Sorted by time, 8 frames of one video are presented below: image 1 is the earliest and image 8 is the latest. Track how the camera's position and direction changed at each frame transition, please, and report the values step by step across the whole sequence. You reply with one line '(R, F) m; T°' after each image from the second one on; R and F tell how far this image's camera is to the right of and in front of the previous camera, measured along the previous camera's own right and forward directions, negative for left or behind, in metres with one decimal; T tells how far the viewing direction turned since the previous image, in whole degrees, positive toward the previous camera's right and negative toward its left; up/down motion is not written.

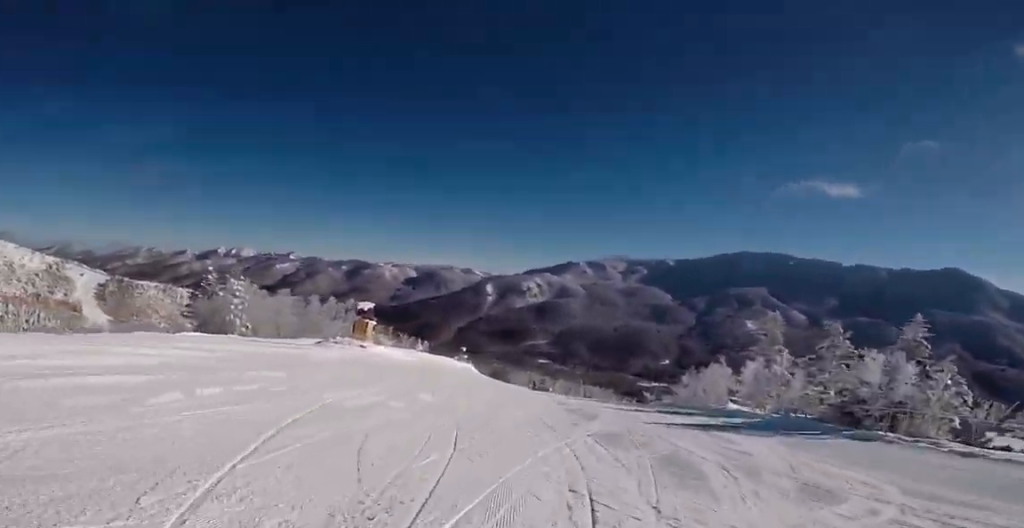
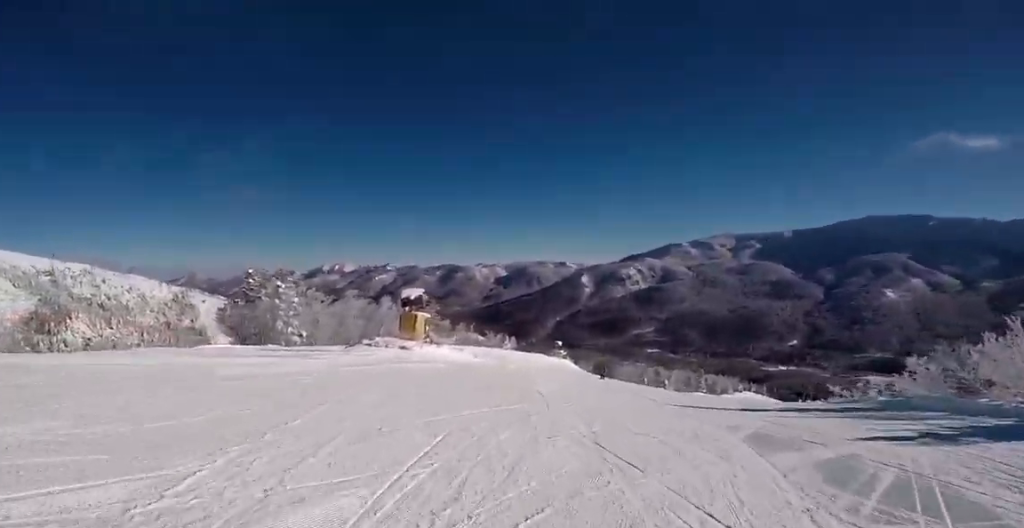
(-1.0, +8.8) m; -8°
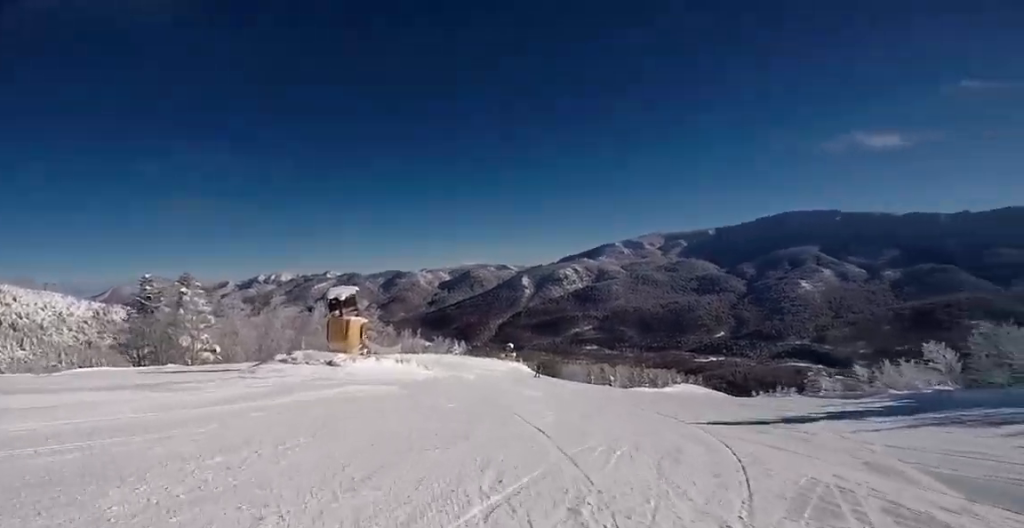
(-0.3, +4.7) m; +3°
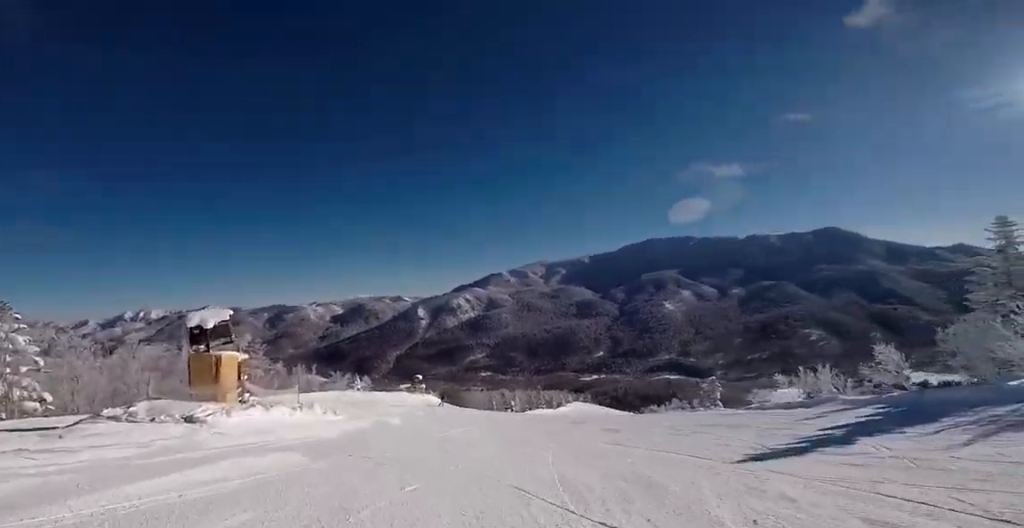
(0.0, +4.2) m; +12°
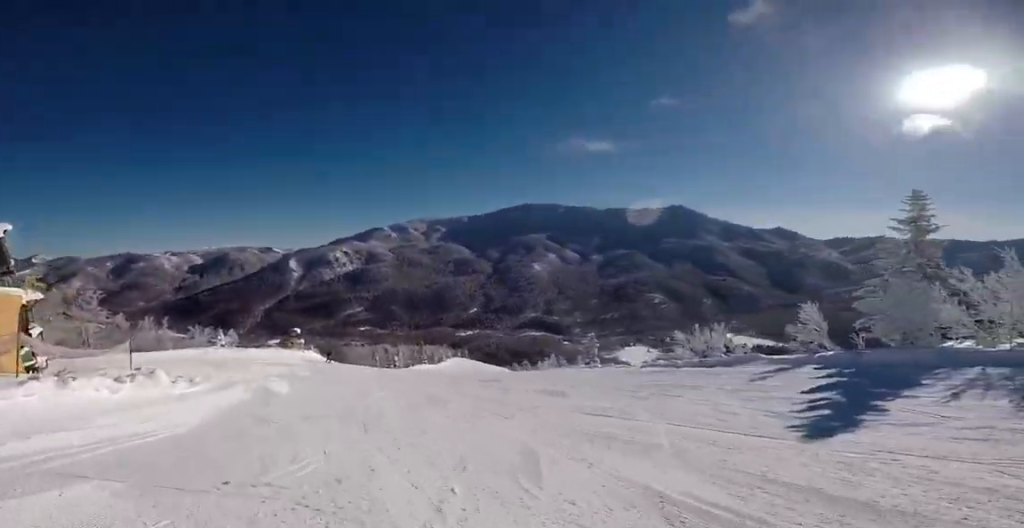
(+0.4, +3.7) m; +12°
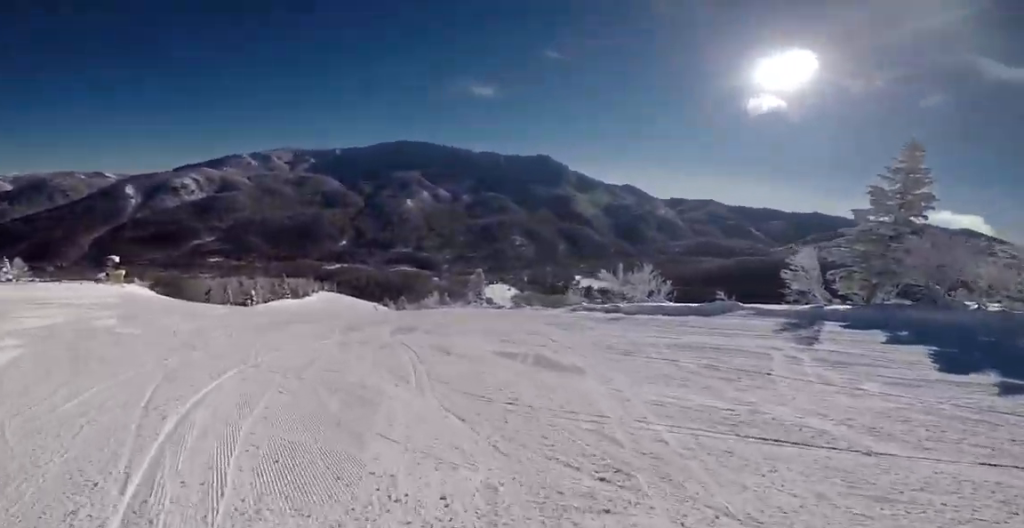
(+1.8, +7.1) m; +19°
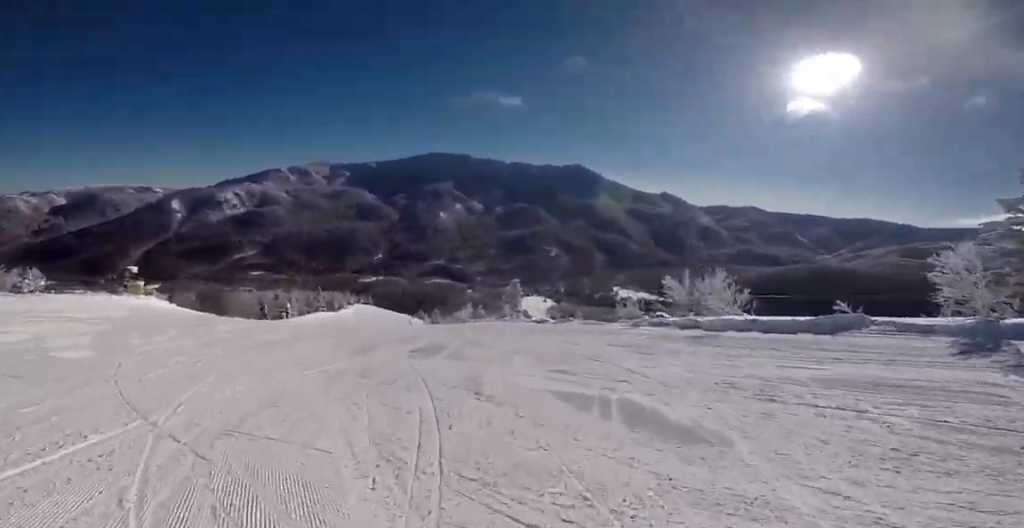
(+0.7, +3.8) m; -1°
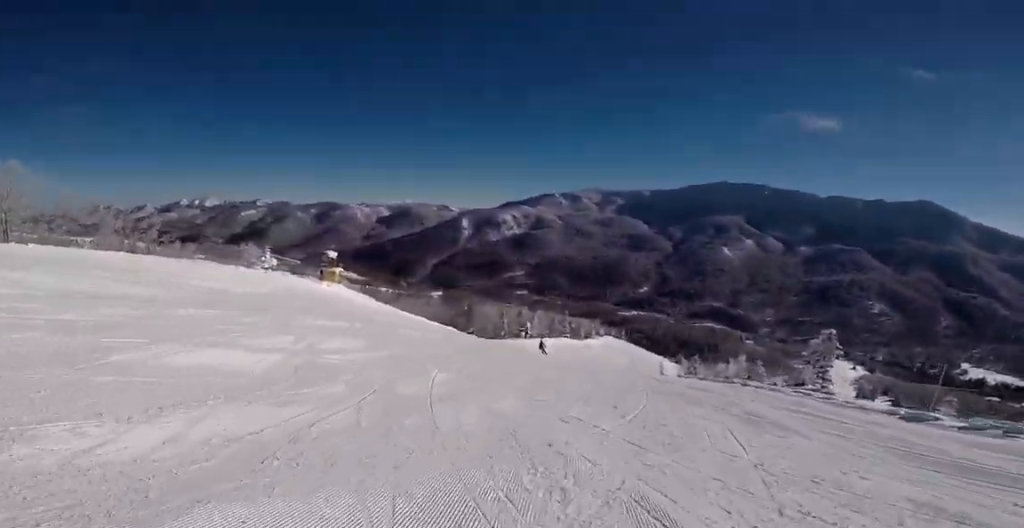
(-2.6, +10.9) m; -31°
